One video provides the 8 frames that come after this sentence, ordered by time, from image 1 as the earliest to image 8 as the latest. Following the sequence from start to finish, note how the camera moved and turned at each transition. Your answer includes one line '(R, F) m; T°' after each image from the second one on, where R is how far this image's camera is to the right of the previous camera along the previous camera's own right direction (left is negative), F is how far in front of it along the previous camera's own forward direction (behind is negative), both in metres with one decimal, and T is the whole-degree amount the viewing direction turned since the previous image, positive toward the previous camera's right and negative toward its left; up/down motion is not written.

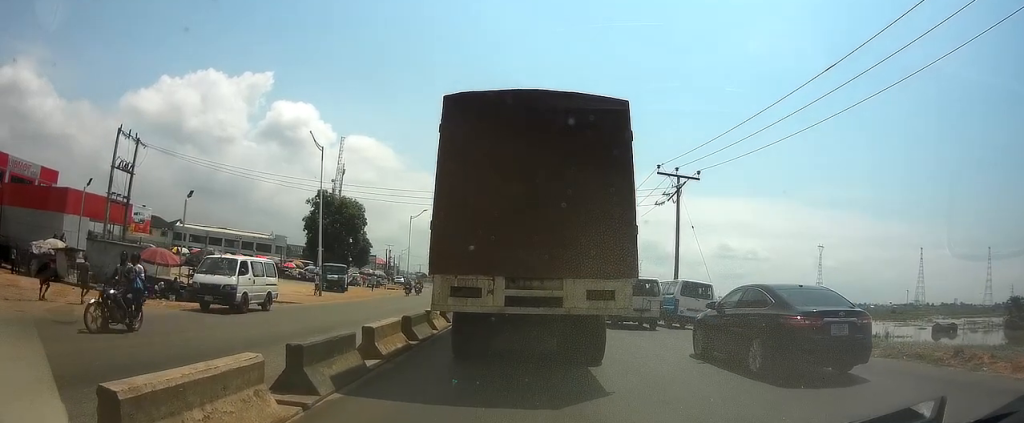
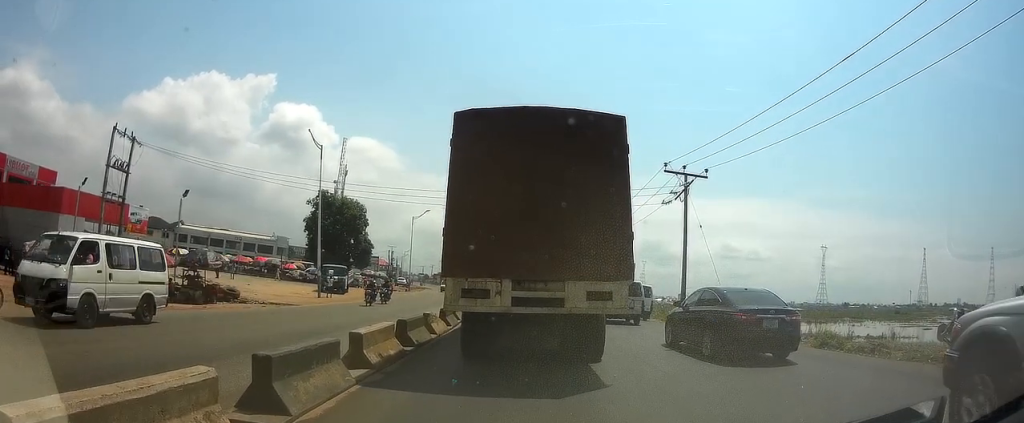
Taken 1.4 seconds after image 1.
(-0.3, +1.1) m; 0°
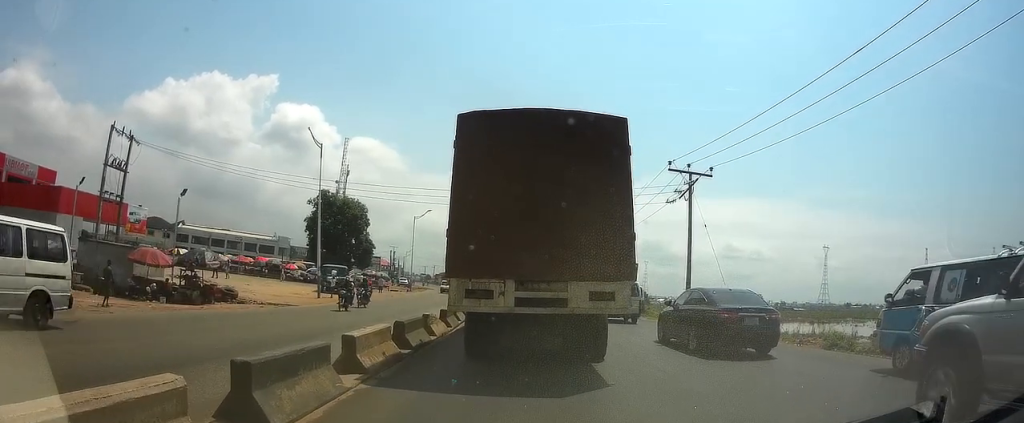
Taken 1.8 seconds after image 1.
(-0.1, +0.5) m; -1°
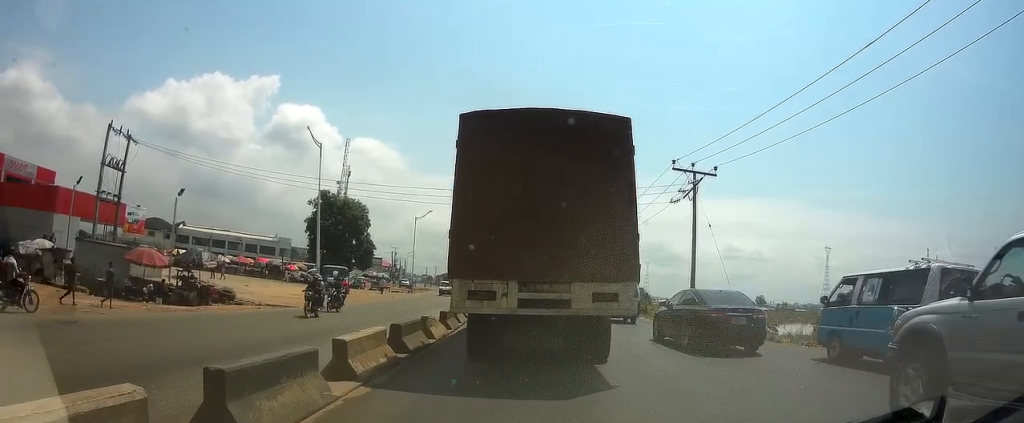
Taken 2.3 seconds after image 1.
(-0.1, +0.6) m; -3°
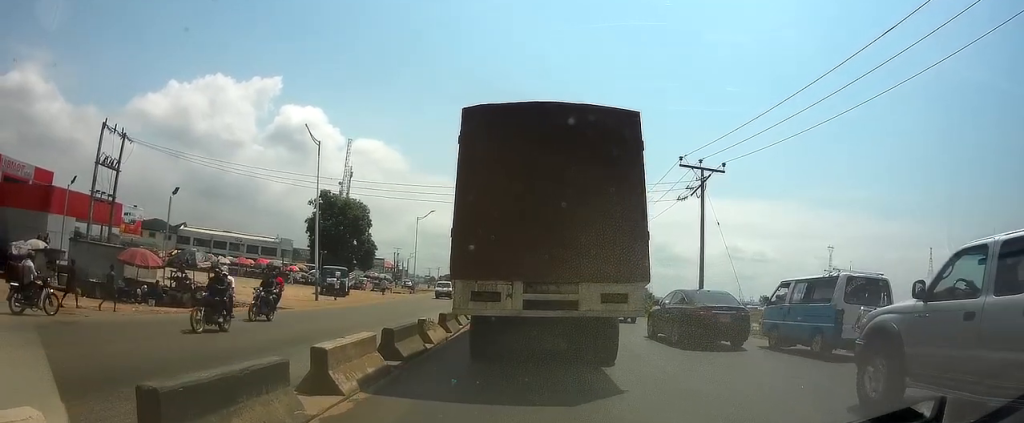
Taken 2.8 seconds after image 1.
(-0.1, +0.7) m; -3°
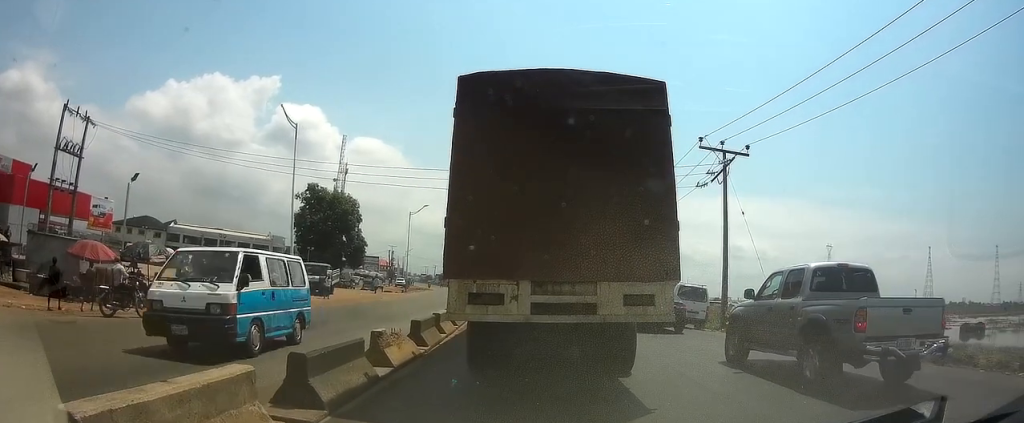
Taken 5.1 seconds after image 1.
(+0.2, +3.2) m; +2°
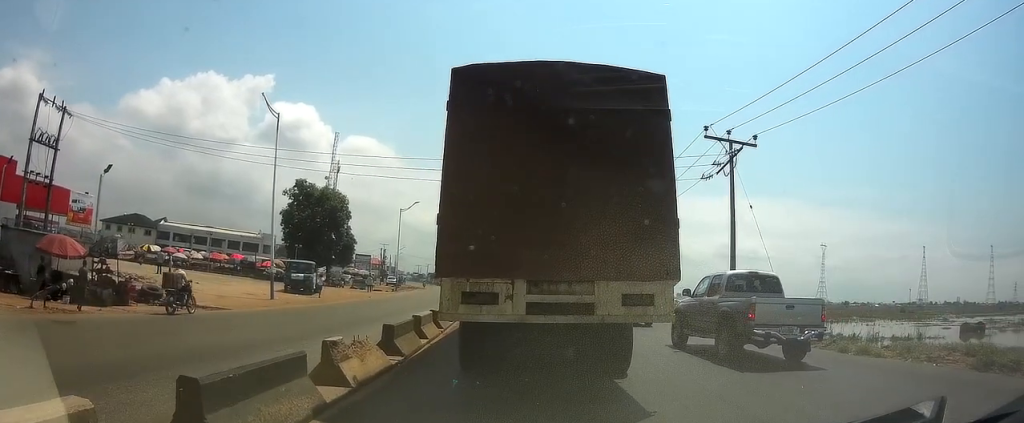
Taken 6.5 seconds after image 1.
(+0.5, +1.3) m; 0°
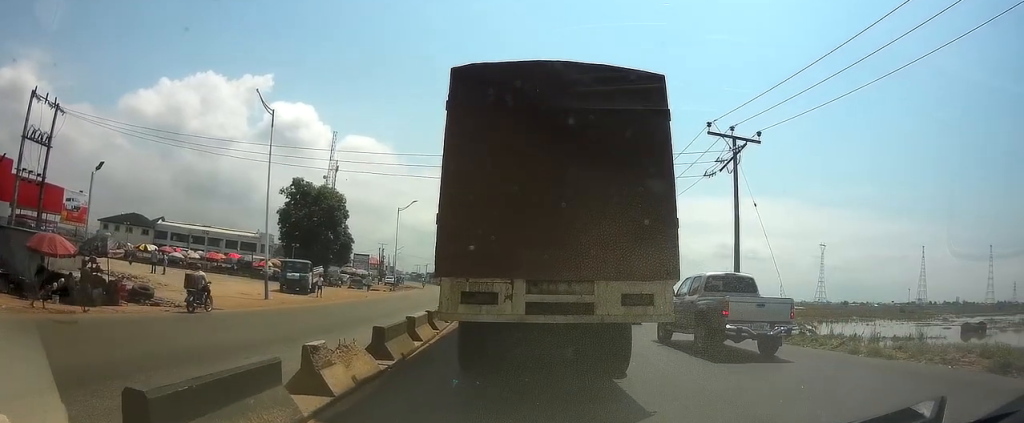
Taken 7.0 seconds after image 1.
(+0.2, +0.5) m; 0°
